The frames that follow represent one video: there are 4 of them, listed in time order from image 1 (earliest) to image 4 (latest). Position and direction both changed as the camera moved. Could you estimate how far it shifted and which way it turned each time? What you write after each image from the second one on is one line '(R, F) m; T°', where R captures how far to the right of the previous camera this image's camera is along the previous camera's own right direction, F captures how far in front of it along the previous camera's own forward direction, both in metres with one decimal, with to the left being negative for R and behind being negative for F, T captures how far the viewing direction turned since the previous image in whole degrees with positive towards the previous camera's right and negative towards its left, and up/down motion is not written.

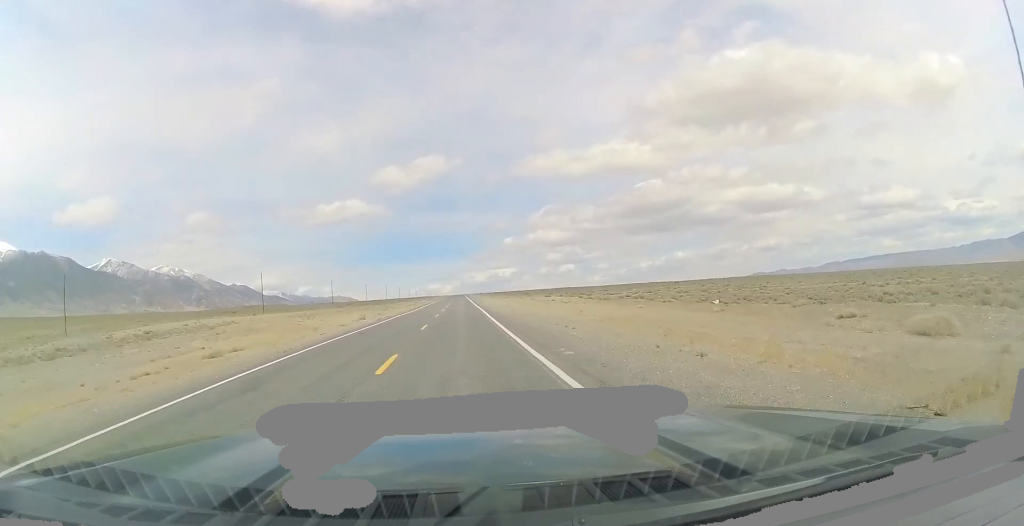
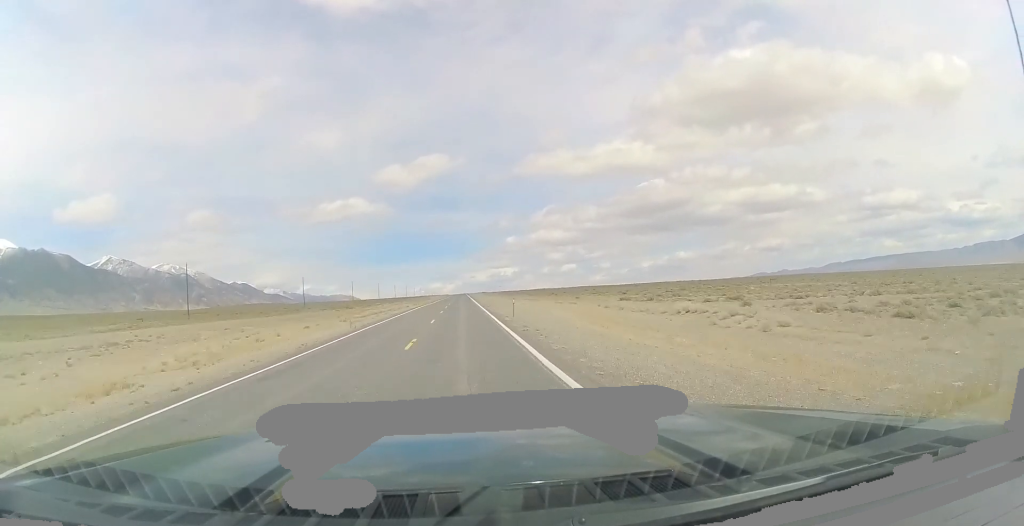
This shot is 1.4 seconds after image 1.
(-0.2, +49.2) m; -1°
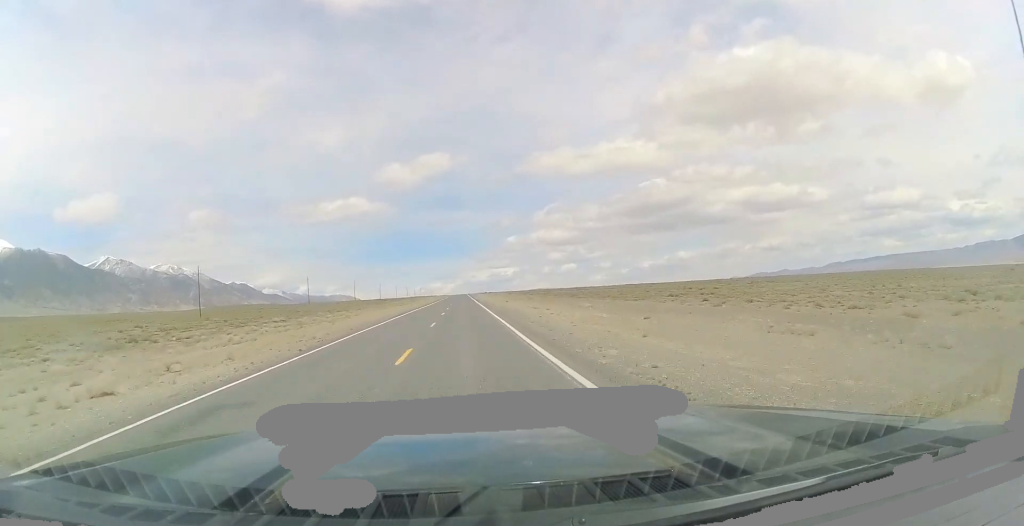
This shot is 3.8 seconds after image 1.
(-0.9, +85.6) m; -1°
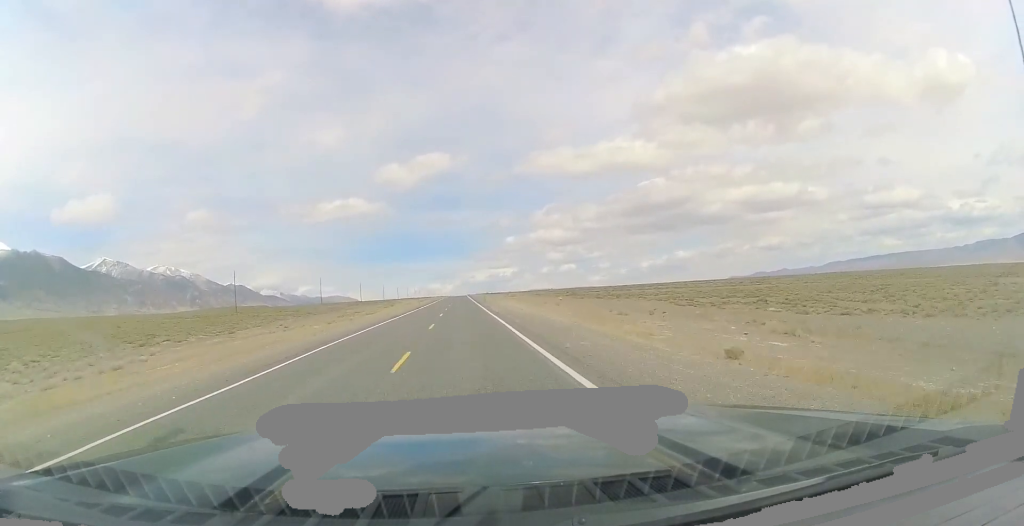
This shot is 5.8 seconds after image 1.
(+0.7, +69.2) m; +1°
